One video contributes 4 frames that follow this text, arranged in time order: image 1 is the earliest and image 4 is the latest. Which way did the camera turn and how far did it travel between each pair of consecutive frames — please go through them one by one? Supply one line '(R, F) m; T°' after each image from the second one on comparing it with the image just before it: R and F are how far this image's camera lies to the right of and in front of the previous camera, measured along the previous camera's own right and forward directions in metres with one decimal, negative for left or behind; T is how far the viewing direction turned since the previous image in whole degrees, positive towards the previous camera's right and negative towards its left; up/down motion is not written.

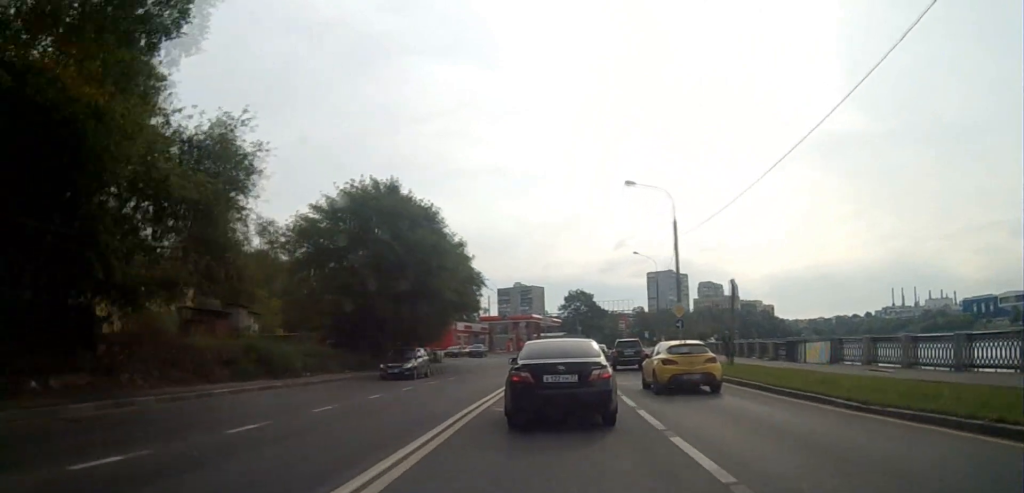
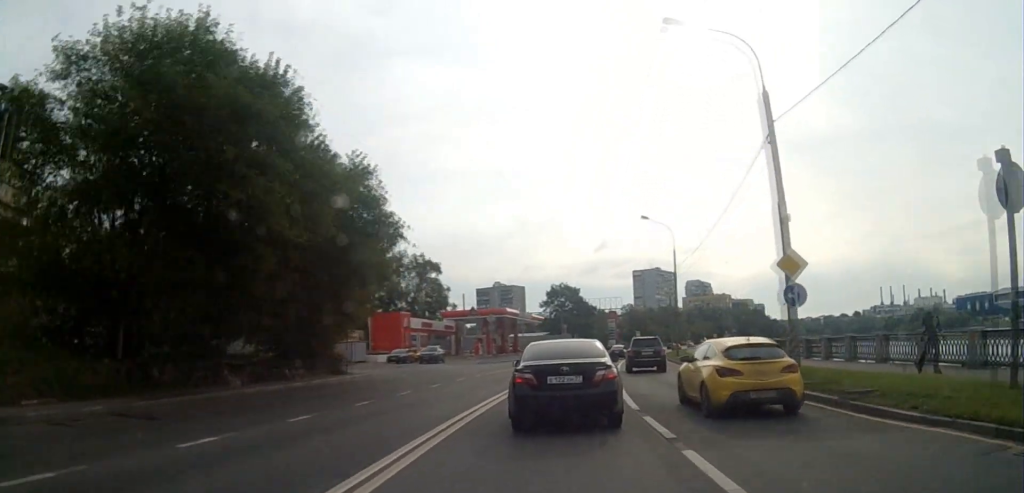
(+0.5, +21.9) m; +2°
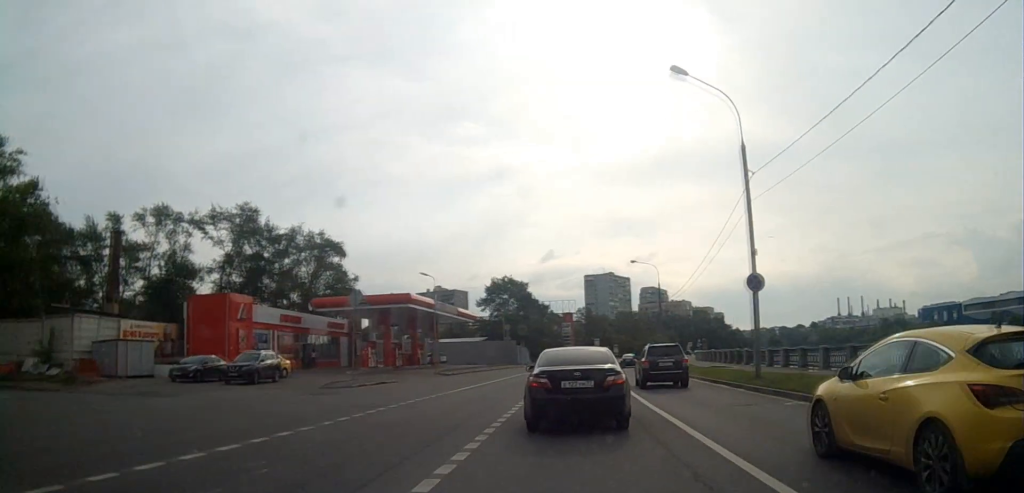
(+0.8, +31.4) m; +4°
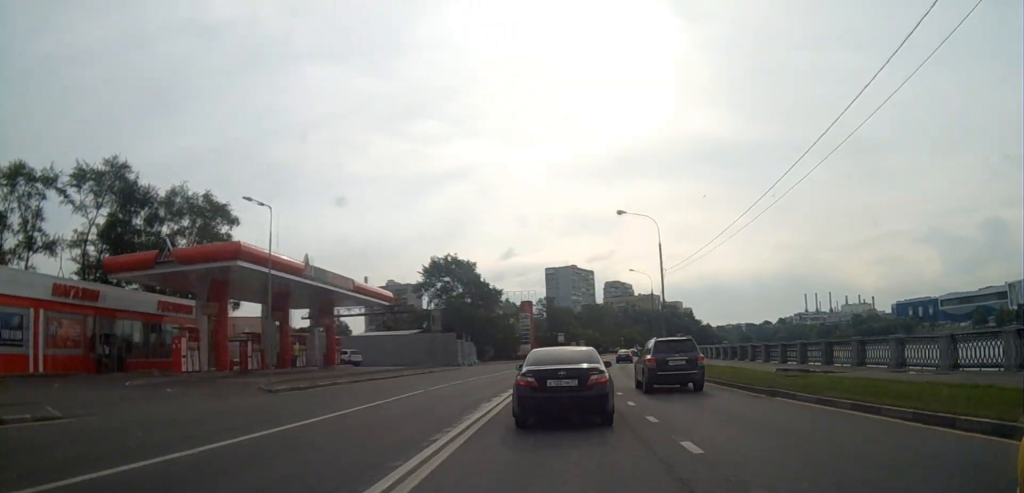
(+1.0, +23.1) m; +3°
